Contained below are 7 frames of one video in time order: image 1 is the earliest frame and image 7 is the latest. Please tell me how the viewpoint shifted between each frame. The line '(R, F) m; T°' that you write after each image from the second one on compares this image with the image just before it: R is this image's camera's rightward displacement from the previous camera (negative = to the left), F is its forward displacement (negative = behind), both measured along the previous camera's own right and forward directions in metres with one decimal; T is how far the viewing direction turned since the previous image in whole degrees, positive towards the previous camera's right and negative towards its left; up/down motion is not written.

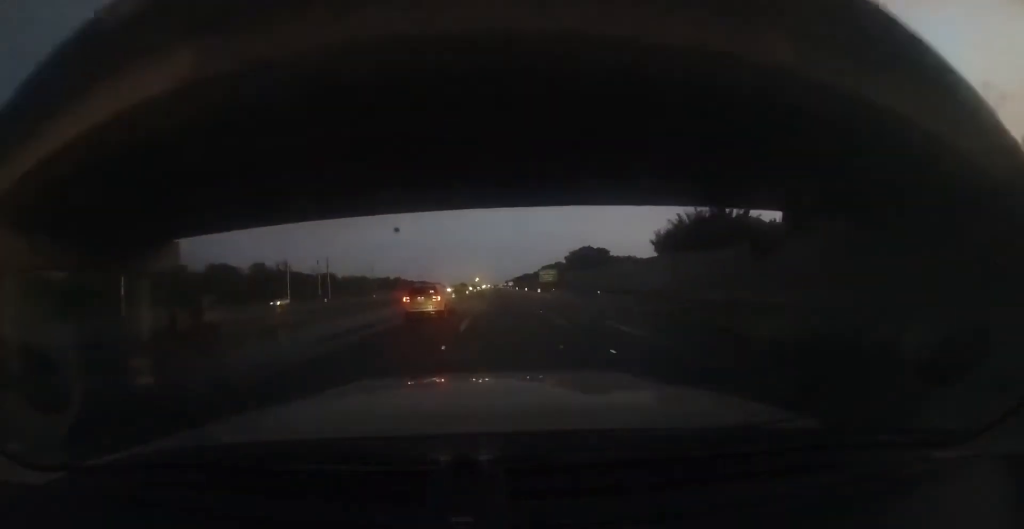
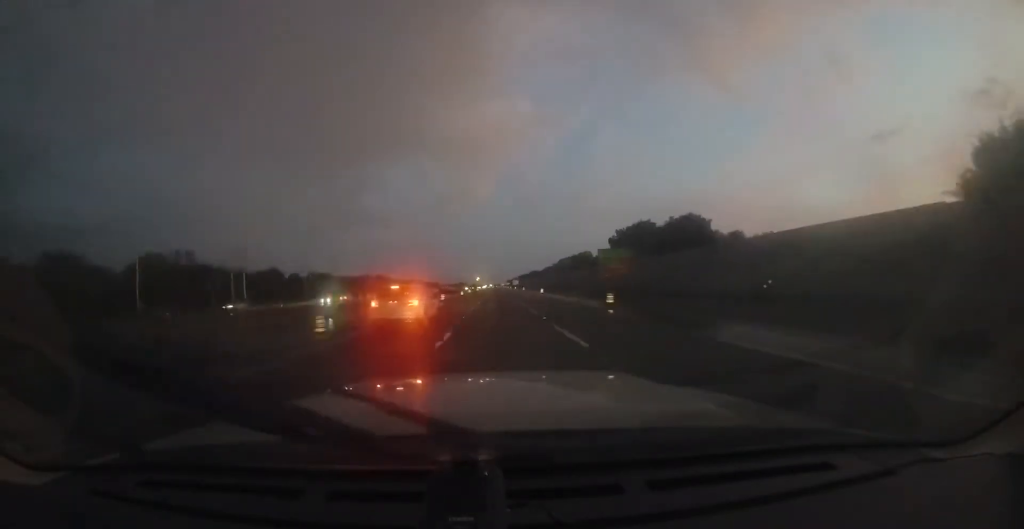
(-0.5, +64.6) m; 0°
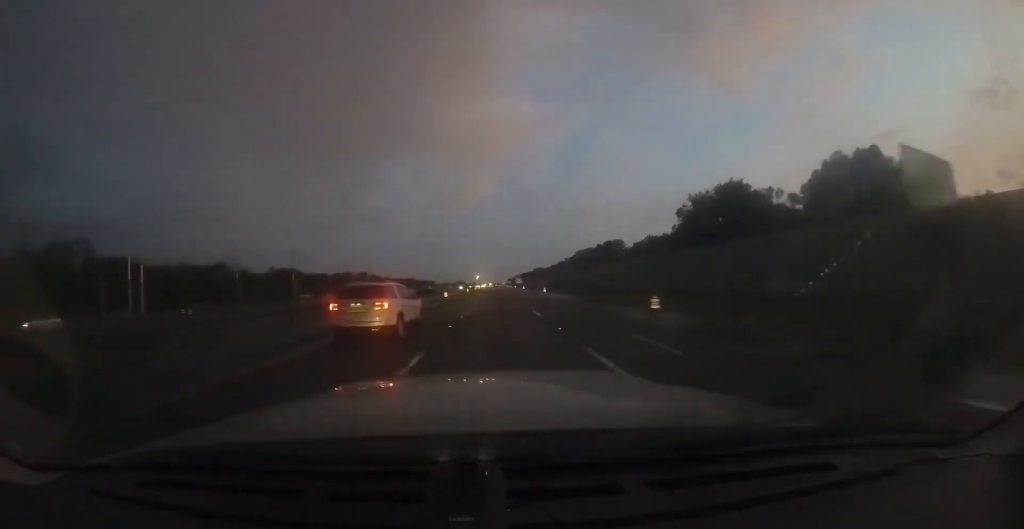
(+0.3, +40.8) m; 0°
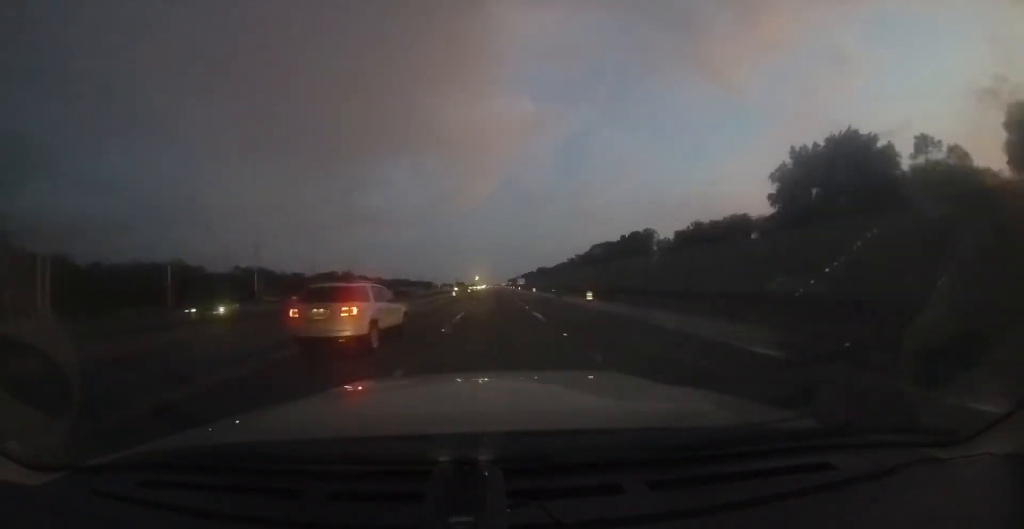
(-0.2, +26.8) m; 0°
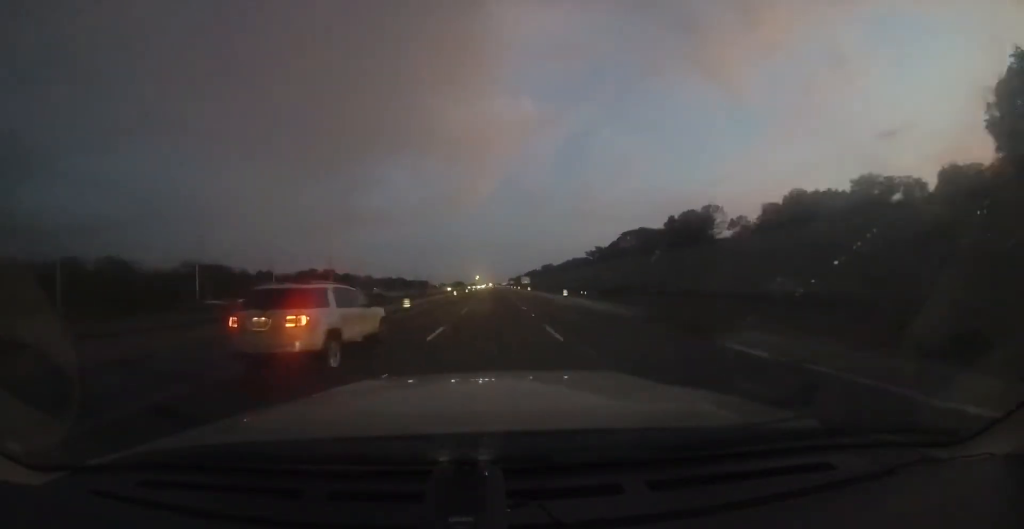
(+0.4, +28.4) m; 0°
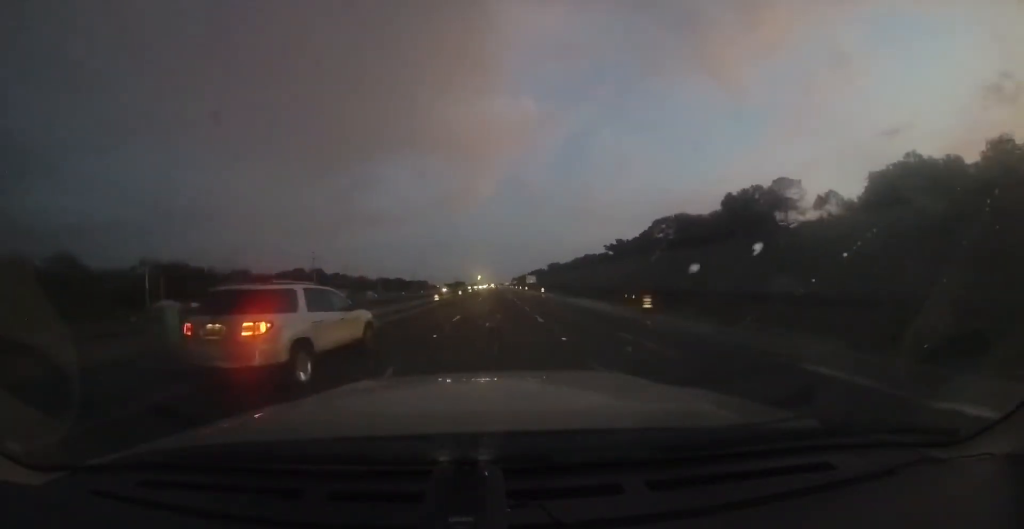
(-0.1, +20.4) m; 0°
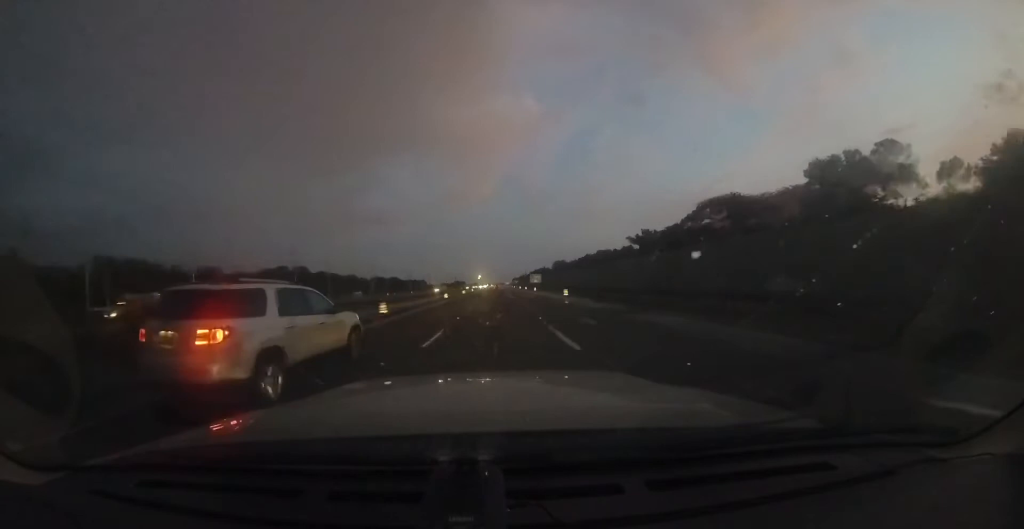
(0.0, +17.2) m; 0°
